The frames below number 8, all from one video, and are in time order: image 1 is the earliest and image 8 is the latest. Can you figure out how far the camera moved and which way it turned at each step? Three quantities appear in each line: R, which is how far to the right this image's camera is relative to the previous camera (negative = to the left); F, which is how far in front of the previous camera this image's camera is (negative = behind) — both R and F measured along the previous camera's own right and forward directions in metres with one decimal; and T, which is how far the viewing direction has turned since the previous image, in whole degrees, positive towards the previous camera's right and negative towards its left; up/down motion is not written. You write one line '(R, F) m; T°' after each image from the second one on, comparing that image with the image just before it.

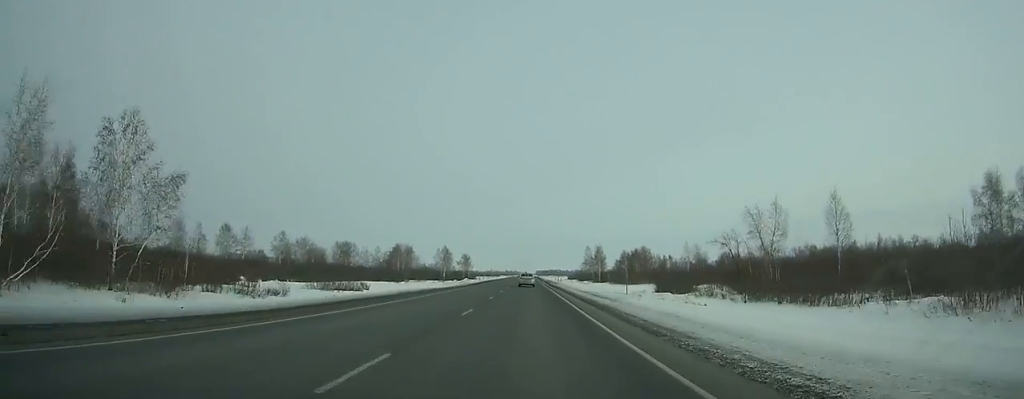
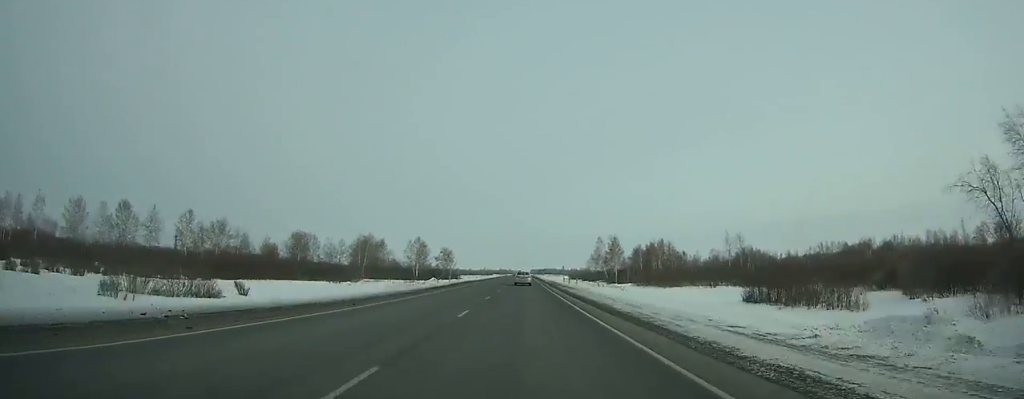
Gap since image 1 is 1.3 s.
(+0.2, +36.7) m; 0°
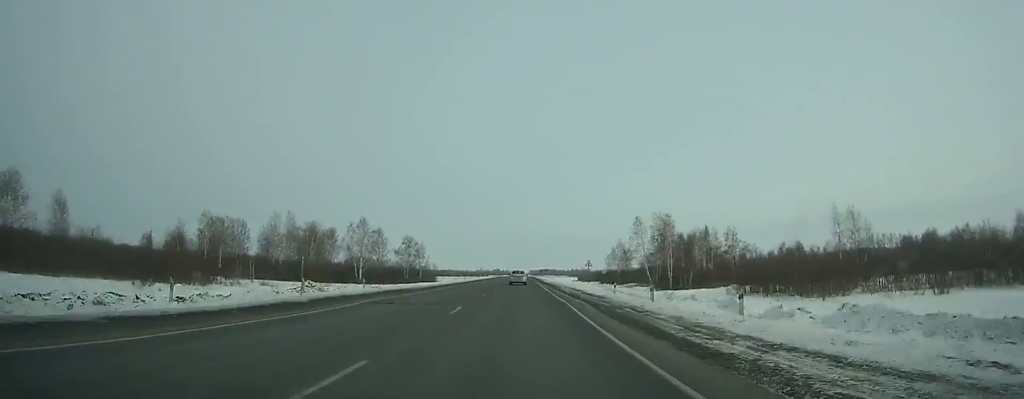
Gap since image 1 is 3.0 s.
(+0.2, +47.9) m; 0°
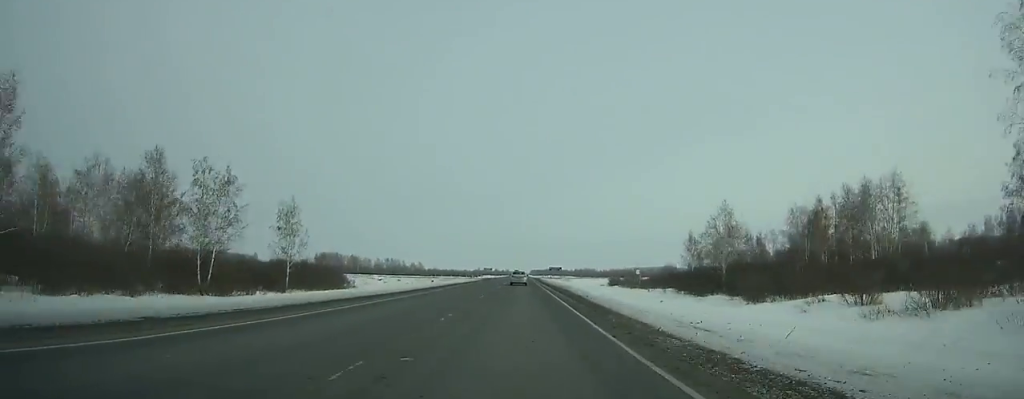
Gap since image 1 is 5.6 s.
(-0.1, +72.0) m; 0°
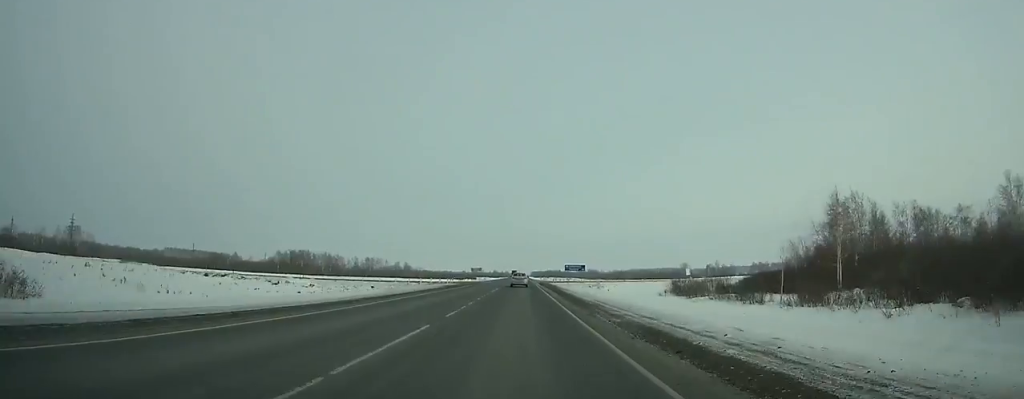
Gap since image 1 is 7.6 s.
(0.0, +55.0) m; 0°
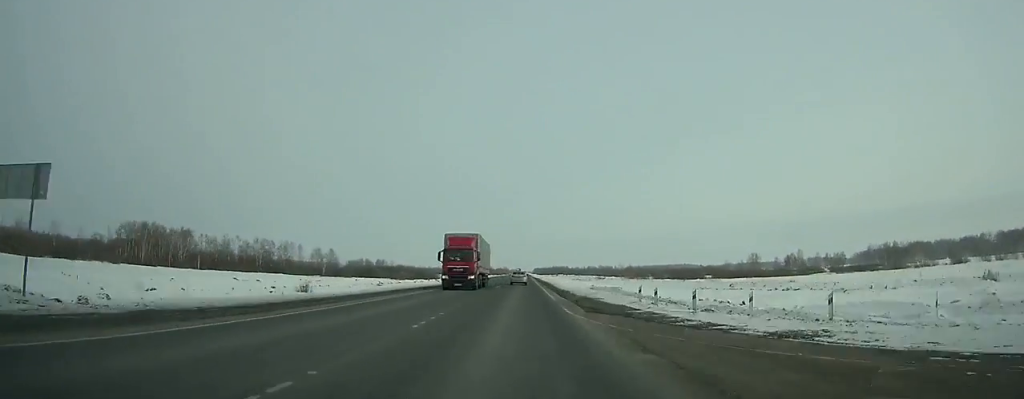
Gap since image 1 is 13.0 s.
(+0.4, +148.7) m; 0°
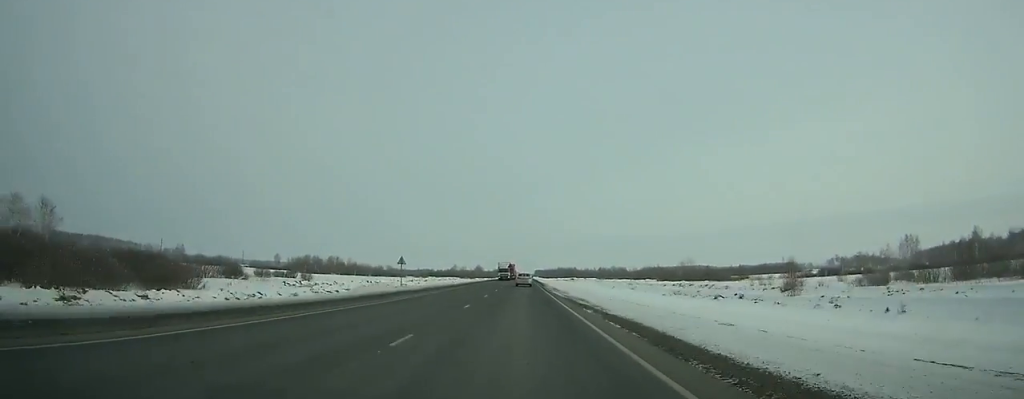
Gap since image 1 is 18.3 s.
(-0.6, +146.9) m; 0°
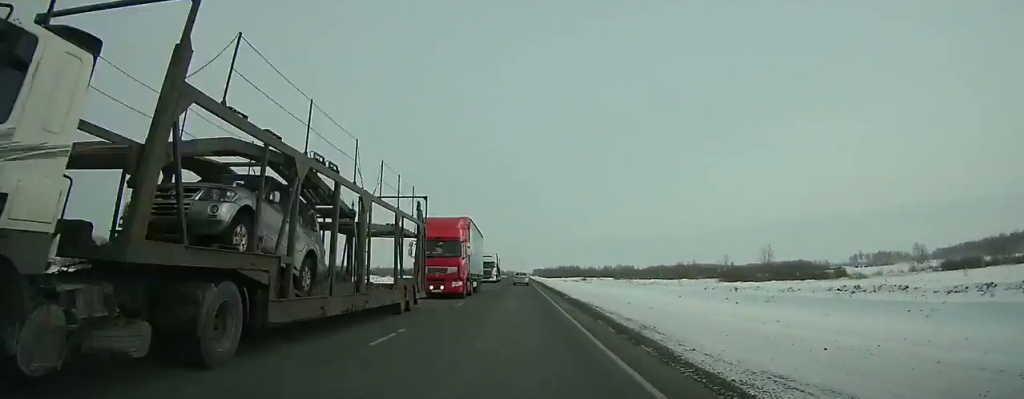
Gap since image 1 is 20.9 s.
(+0.3, +72.7) m; 0°
